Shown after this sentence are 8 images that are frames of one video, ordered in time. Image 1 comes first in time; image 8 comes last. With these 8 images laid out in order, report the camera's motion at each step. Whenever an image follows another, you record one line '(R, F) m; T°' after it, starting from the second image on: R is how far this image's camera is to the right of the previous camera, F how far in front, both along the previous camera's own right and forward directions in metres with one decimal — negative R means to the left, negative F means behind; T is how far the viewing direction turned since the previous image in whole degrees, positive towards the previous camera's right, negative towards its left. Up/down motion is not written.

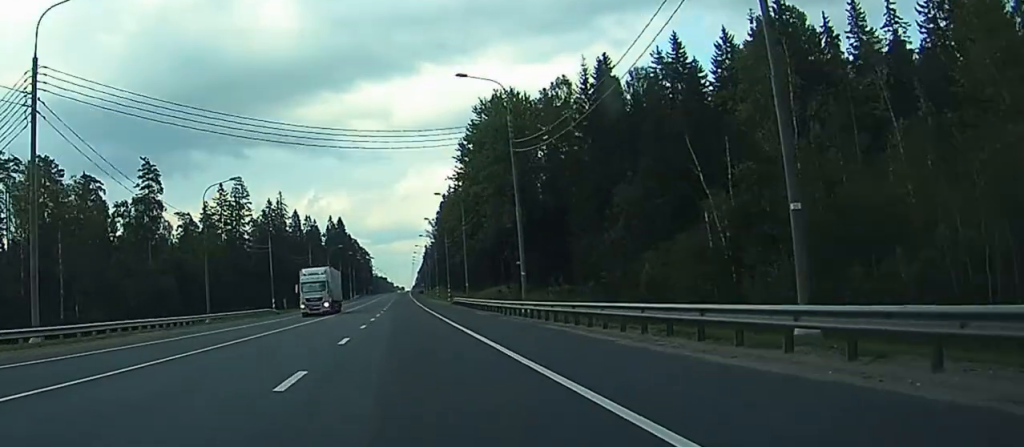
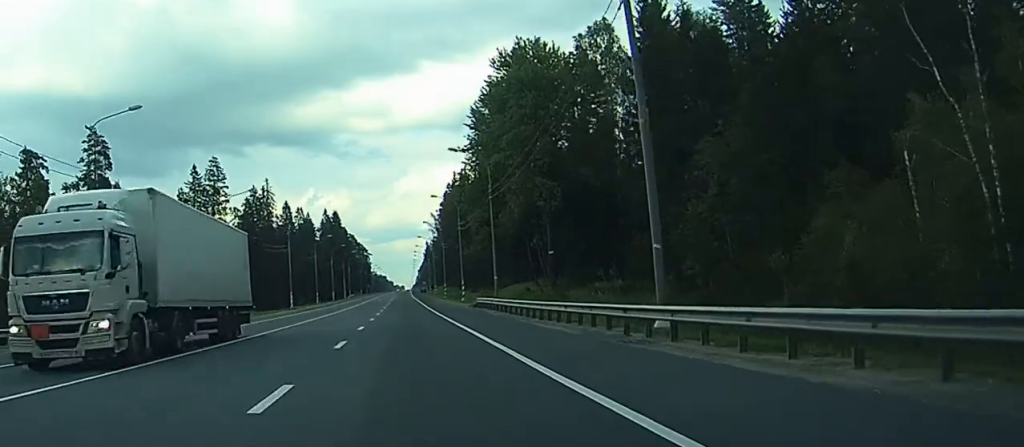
(-0.1, +26.3) m; 0°
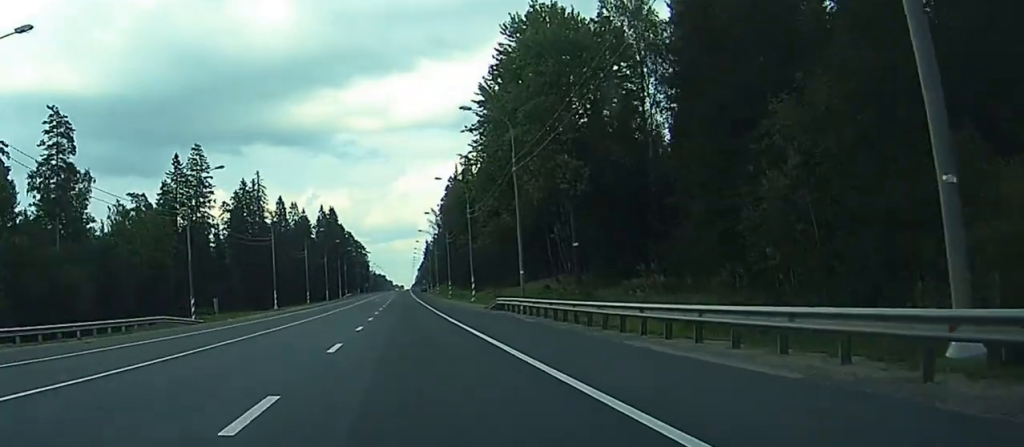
(0.0, +13.6) m; 0°
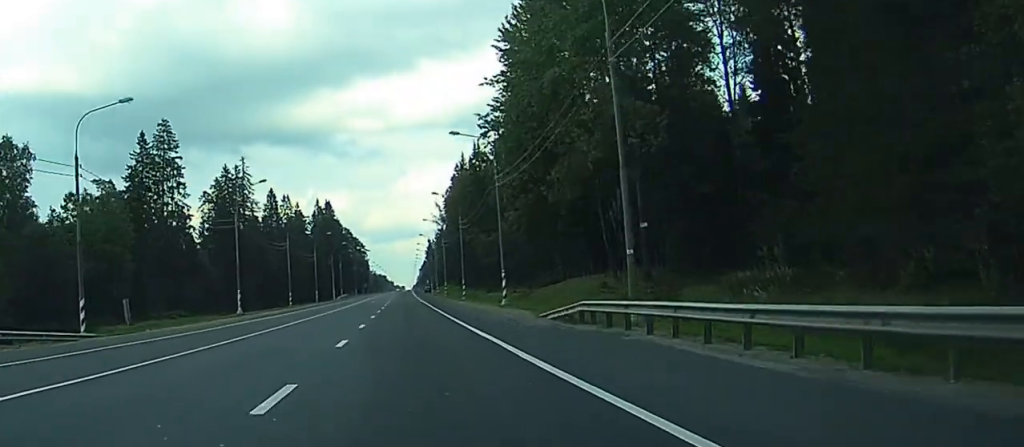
(0.0, +22.5) m; 0°
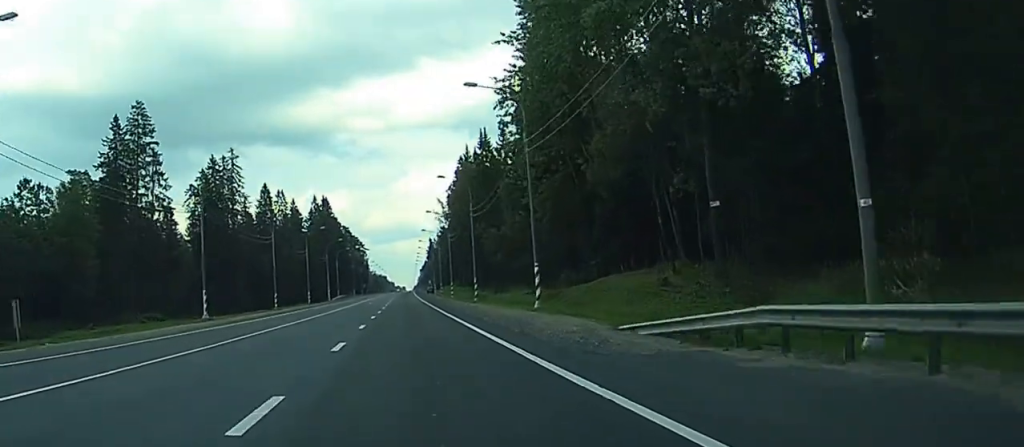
(0.0, +13.5) m; 0°
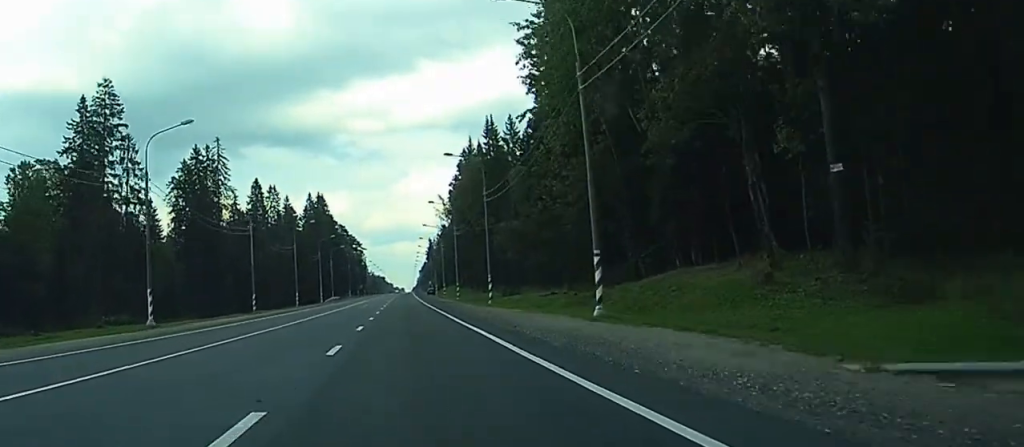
(0.0, +13.5) m; 0°
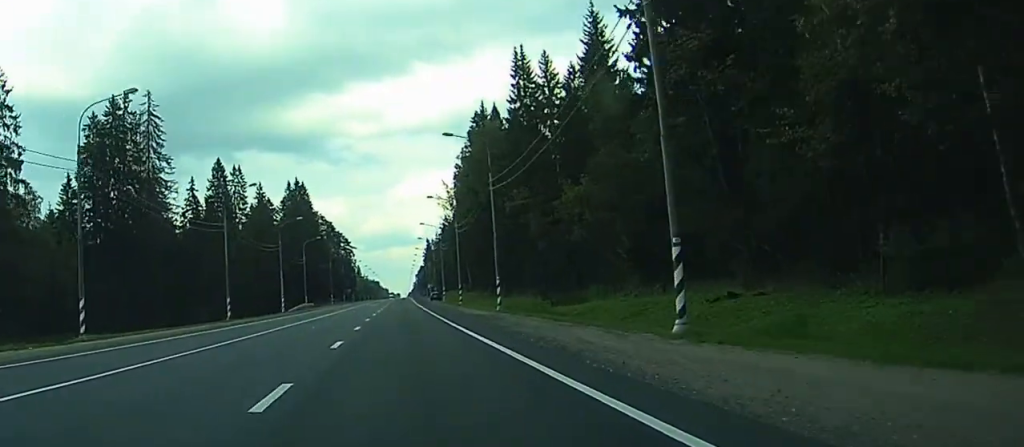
(+0.1, +44.7) m; 0°
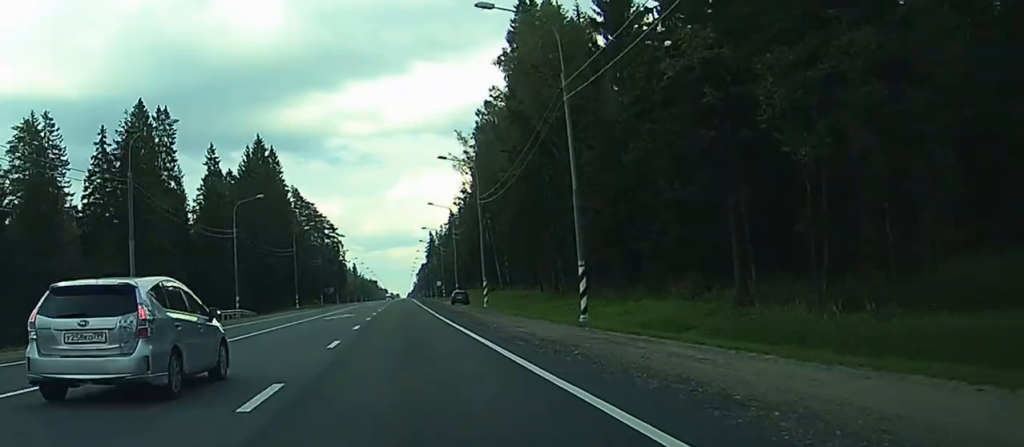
(+0.6, +60.3) m; +1°
